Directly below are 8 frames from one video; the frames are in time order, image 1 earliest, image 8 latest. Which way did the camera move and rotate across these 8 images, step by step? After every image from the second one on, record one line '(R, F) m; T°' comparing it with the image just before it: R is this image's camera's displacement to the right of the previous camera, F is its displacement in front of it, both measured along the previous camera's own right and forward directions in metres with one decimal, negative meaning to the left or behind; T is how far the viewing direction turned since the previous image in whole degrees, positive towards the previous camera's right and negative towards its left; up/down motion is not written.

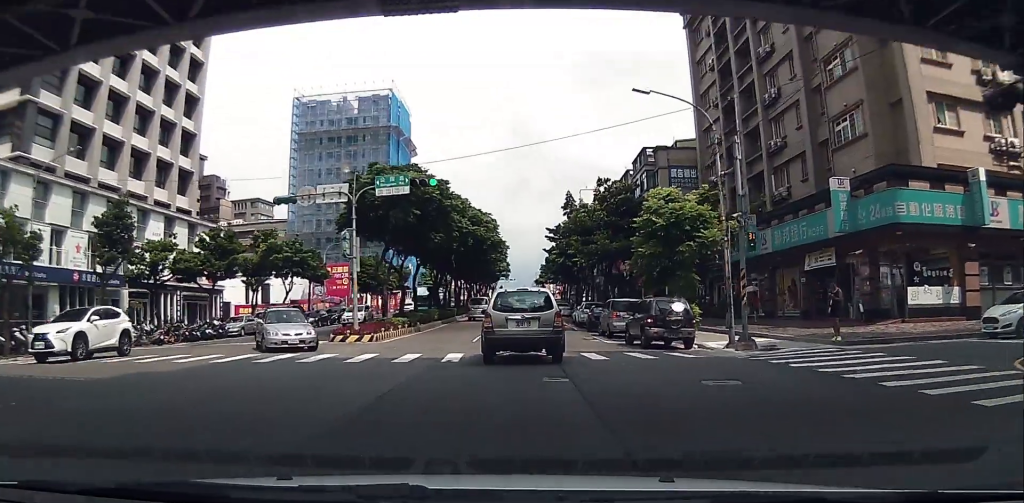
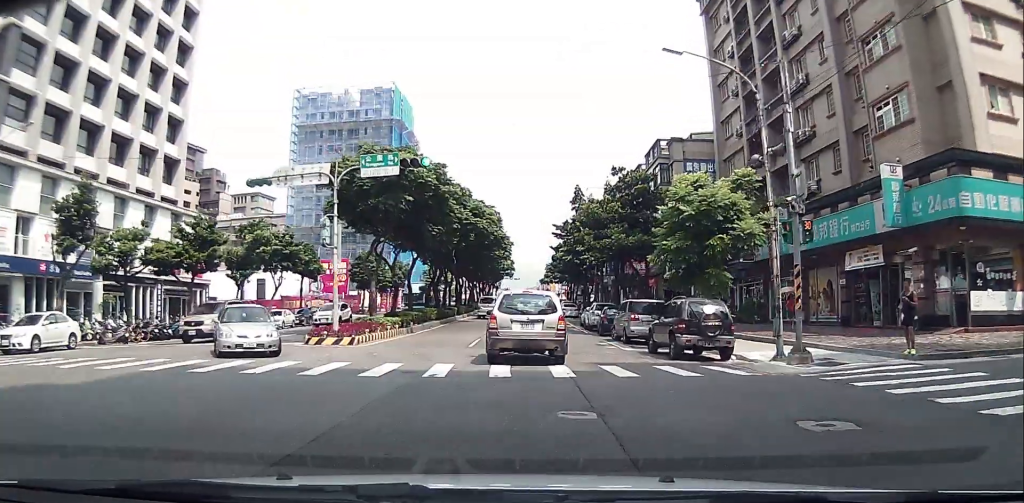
(0.0, +3.7) m; -2°
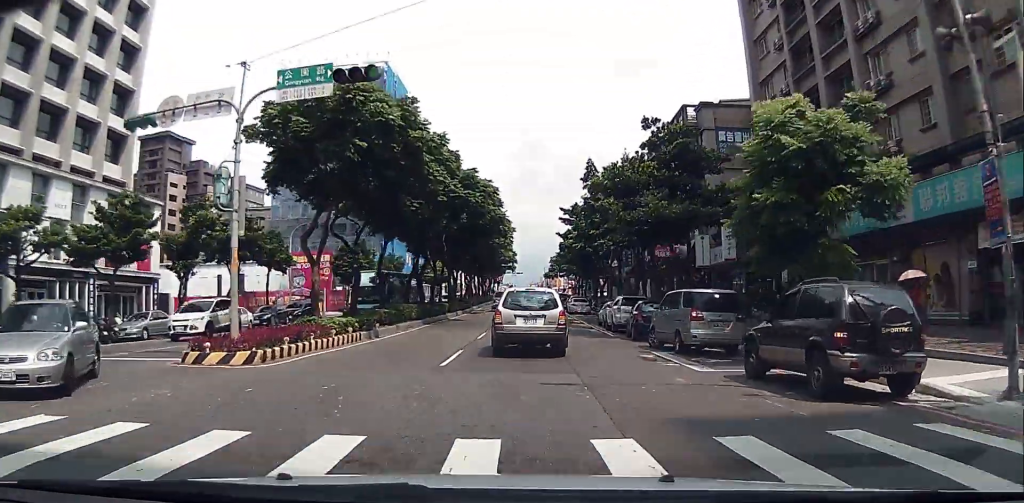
(-0.4, +9.2) m; -4°
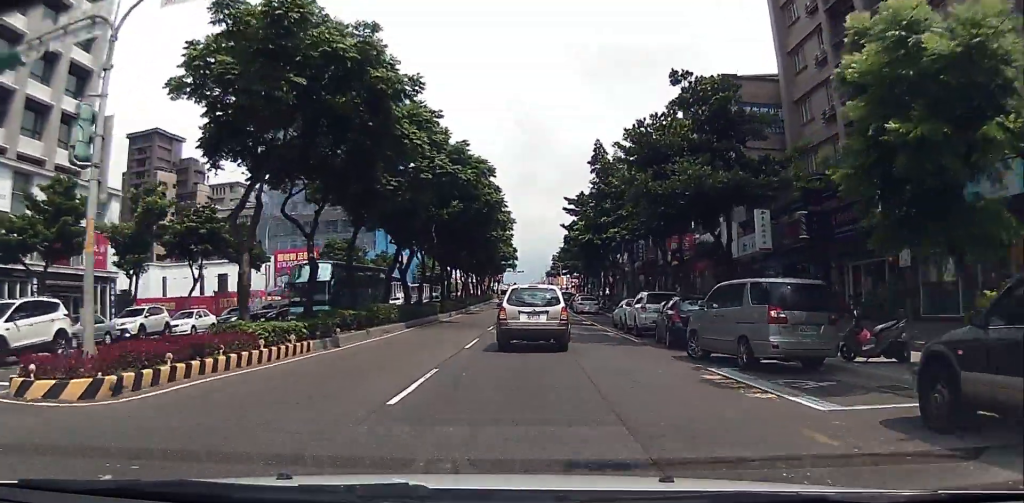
(-0.1, +6.2) m; -1°
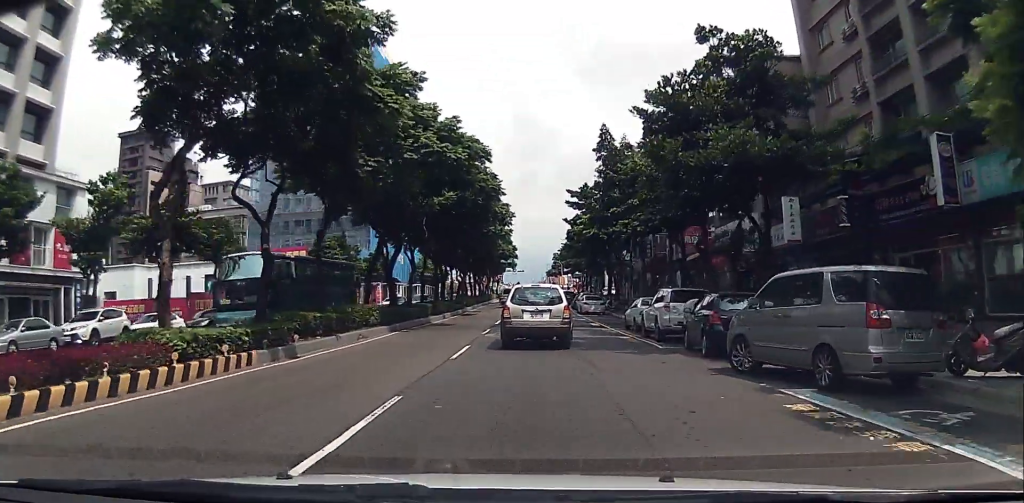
(0.0, +4.3) m; 0°
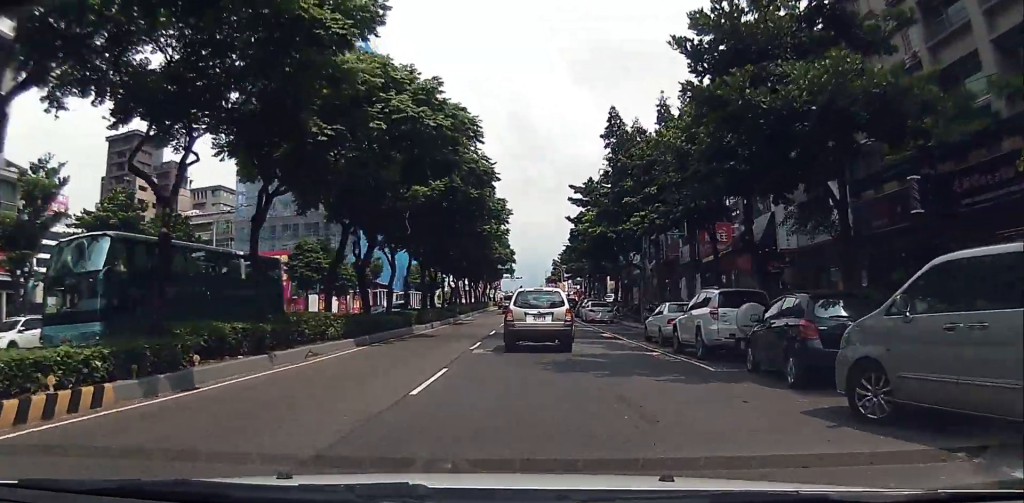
(0.0, +5.7) m; 0°
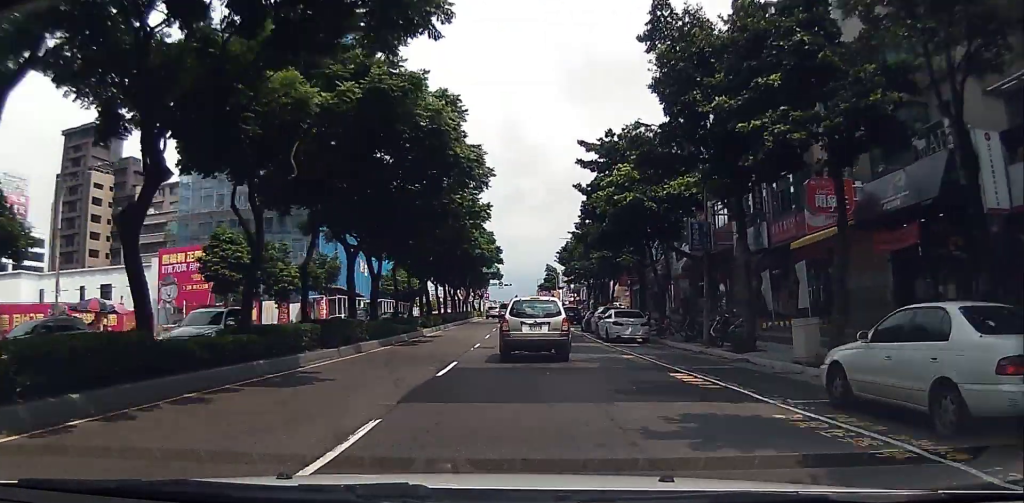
(+0.1, +16.5) m; 0°
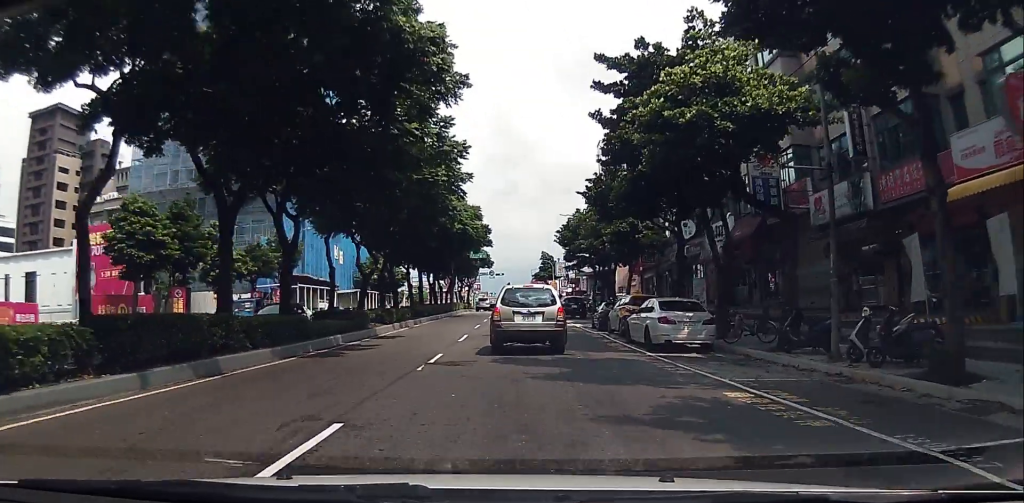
(0.0, +11.3) m; -2°
